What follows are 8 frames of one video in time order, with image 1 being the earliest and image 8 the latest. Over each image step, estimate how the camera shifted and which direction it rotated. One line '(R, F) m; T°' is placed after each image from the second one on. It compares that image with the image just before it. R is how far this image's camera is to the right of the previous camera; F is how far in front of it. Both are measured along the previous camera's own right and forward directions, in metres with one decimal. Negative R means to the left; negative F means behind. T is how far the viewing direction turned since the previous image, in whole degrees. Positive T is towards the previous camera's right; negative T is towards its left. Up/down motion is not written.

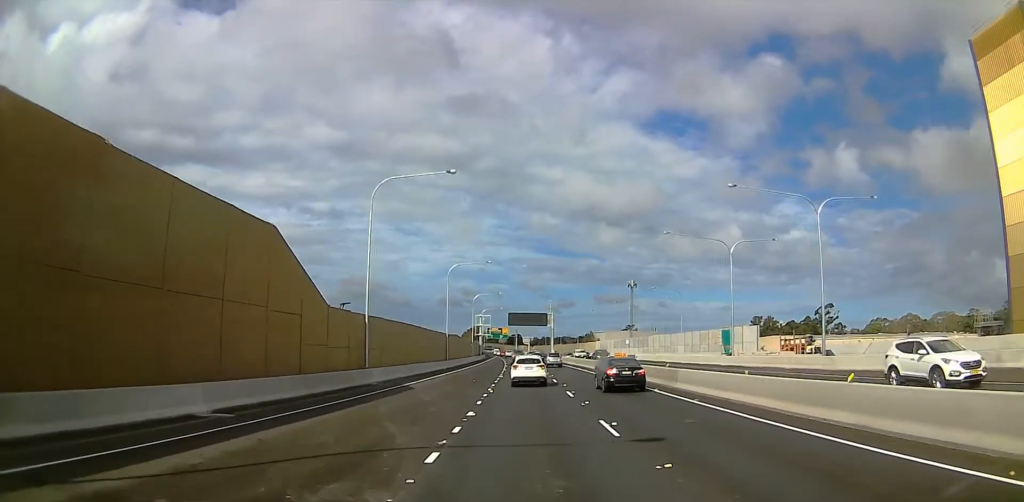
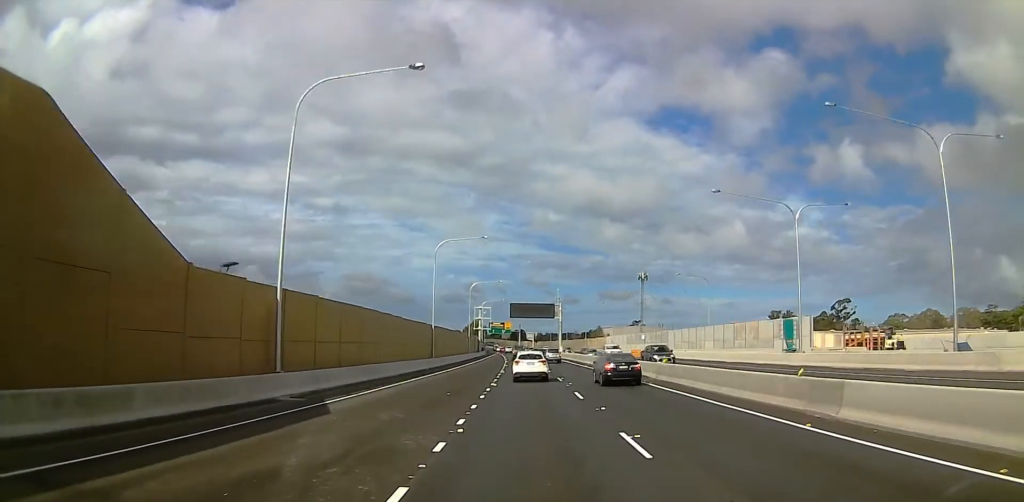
(0.0, +14.7) m; 0°
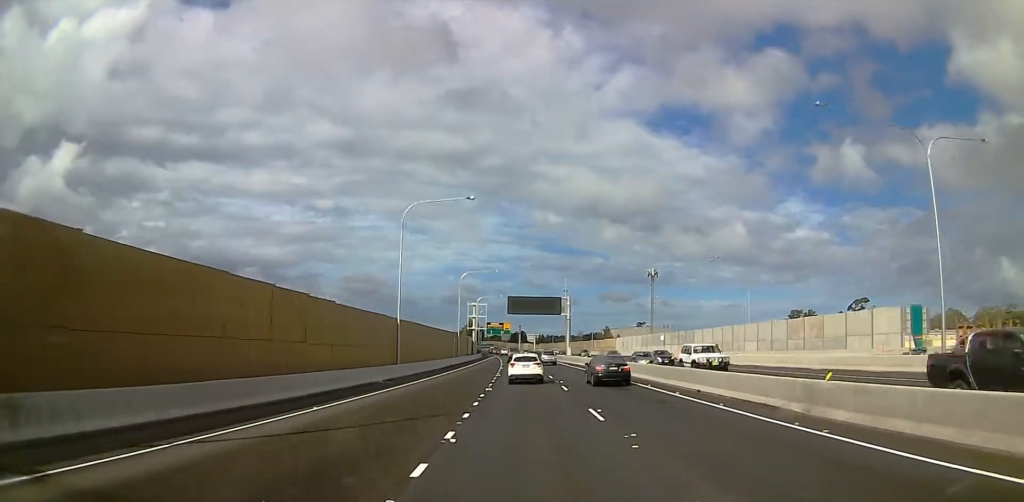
(0.0, +17.8) m; 0°
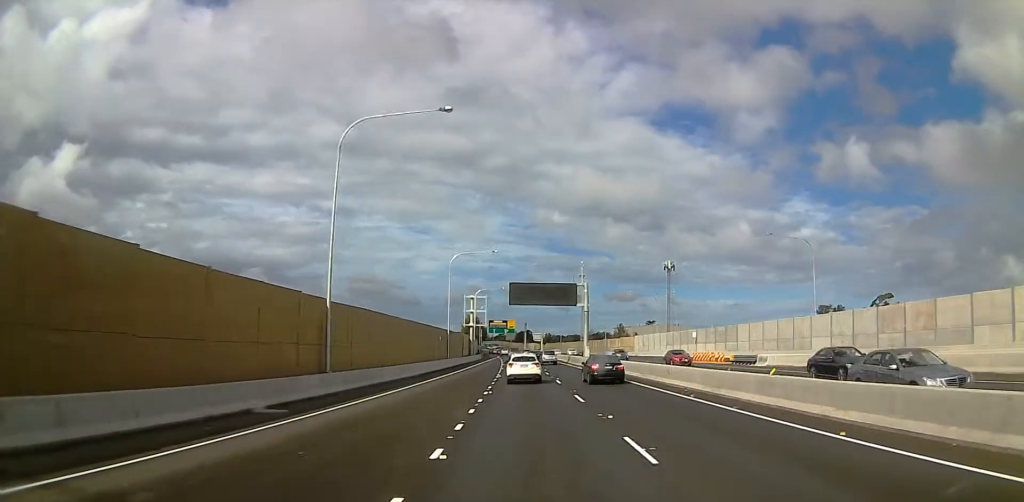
(0.0, +19.5) m; 0°
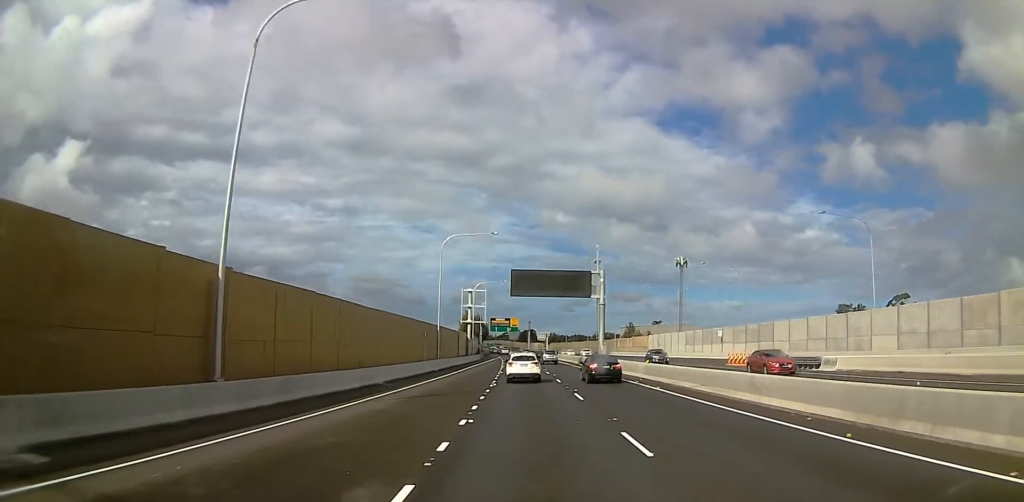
(-0.1, +11.3) m; 0°
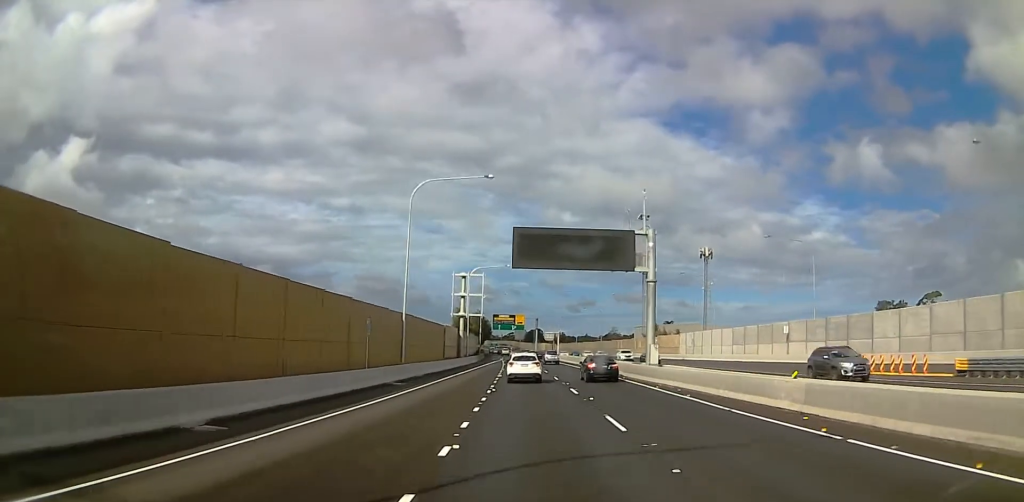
(-0.1, +19.9) m; -1°
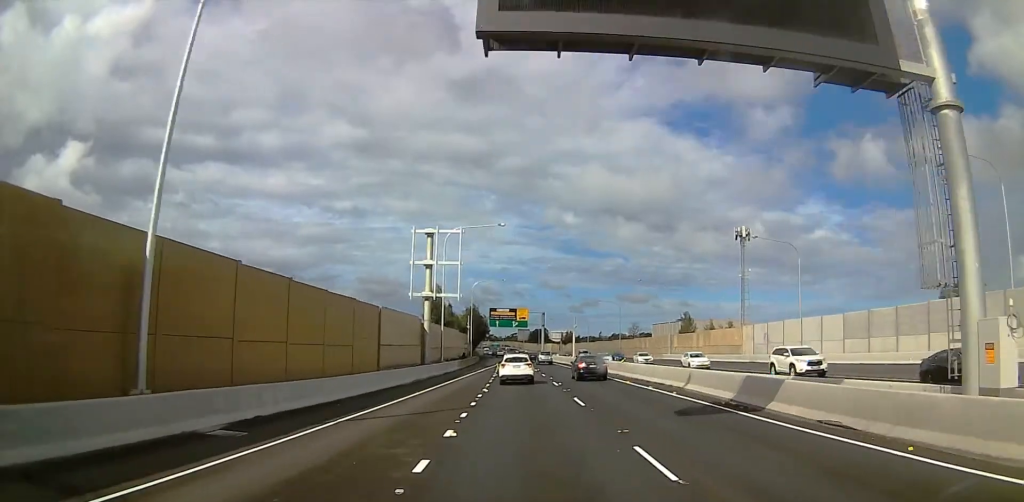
(-0.1, +27.4) m; 0°
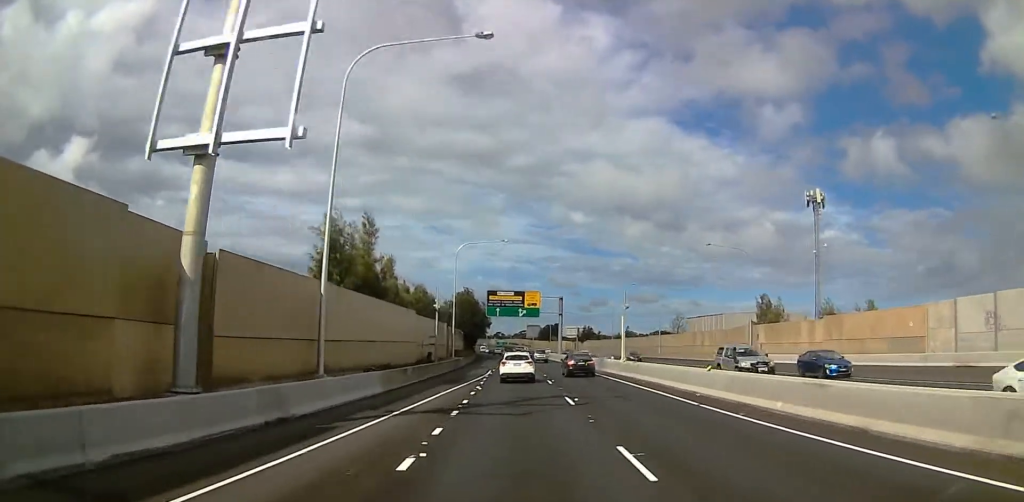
(-0.2, +33.6) m; -1°
